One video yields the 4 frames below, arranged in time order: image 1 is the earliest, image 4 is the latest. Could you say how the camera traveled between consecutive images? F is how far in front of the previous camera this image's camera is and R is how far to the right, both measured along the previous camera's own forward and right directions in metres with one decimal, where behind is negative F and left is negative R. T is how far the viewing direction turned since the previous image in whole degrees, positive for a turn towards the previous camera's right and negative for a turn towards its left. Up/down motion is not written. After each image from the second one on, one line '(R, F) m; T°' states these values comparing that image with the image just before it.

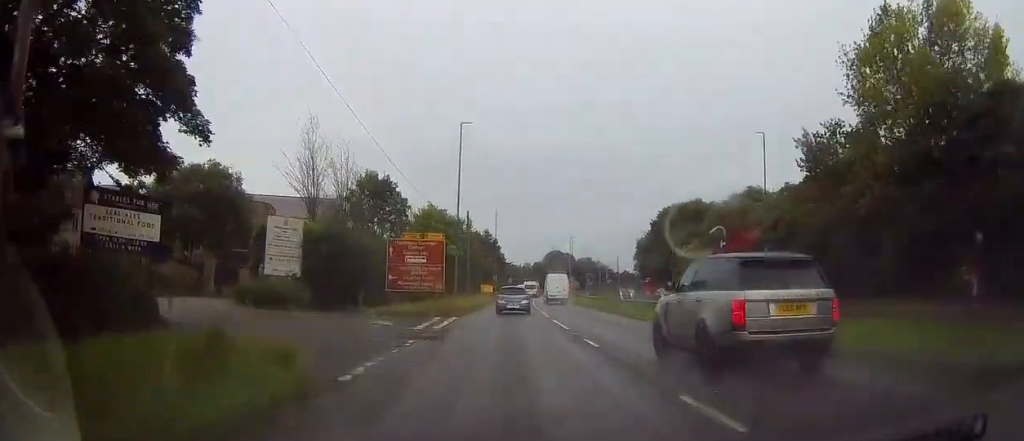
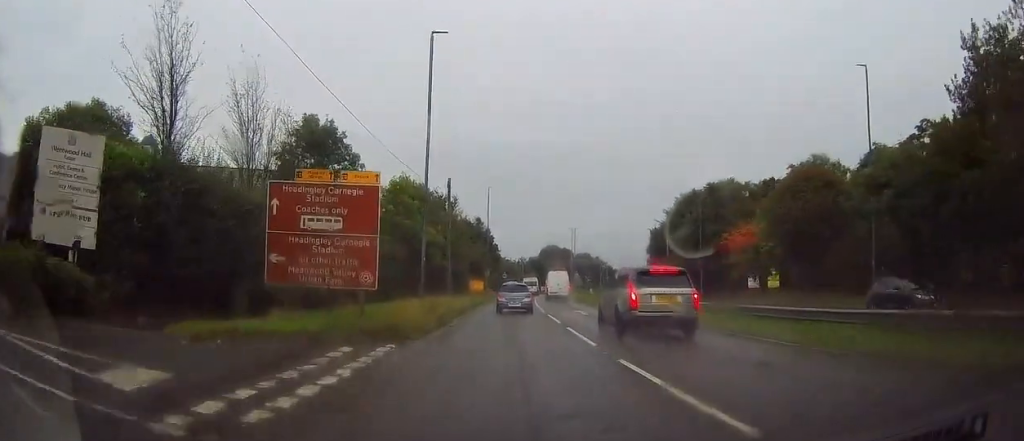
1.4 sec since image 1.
(+0.2, +16.1) m; 0°
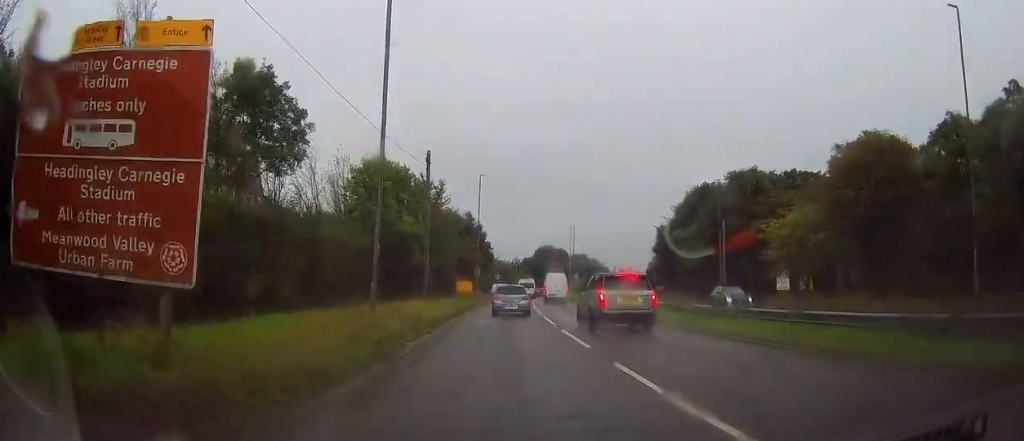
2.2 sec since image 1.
(-0.1, +9.5) m; 0°
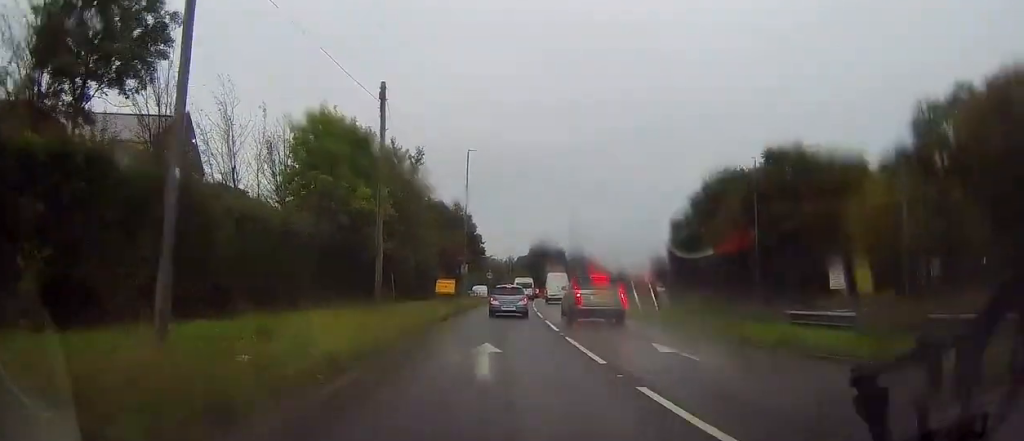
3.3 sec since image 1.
(+0.2, +12.3) m; +1°
